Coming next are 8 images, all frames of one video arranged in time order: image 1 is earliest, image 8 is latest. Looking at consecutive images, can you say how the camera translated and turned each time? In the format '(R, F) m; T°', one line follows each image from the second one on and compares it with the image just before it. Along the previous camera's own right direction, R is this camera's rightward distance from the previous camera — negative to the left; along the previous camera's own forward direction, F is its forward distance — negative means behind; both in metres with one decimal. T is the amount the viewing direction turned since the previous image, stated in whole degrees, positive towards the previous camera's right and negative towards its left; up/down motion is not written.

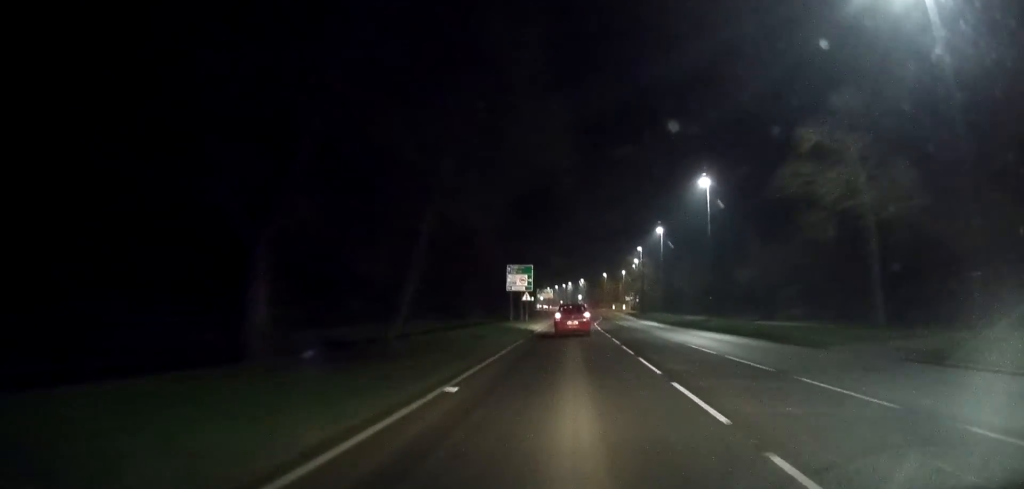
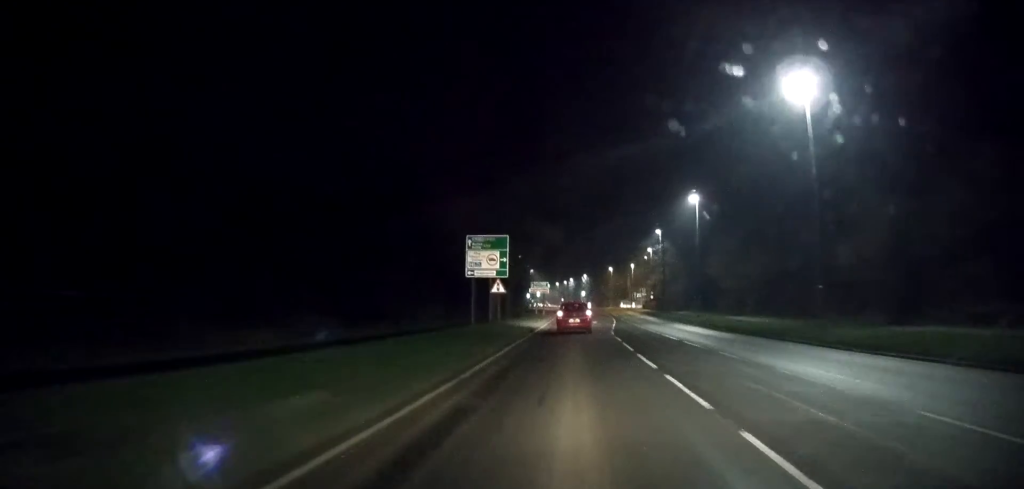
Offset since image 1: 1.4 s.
(0.0, +23.4) m; 0°
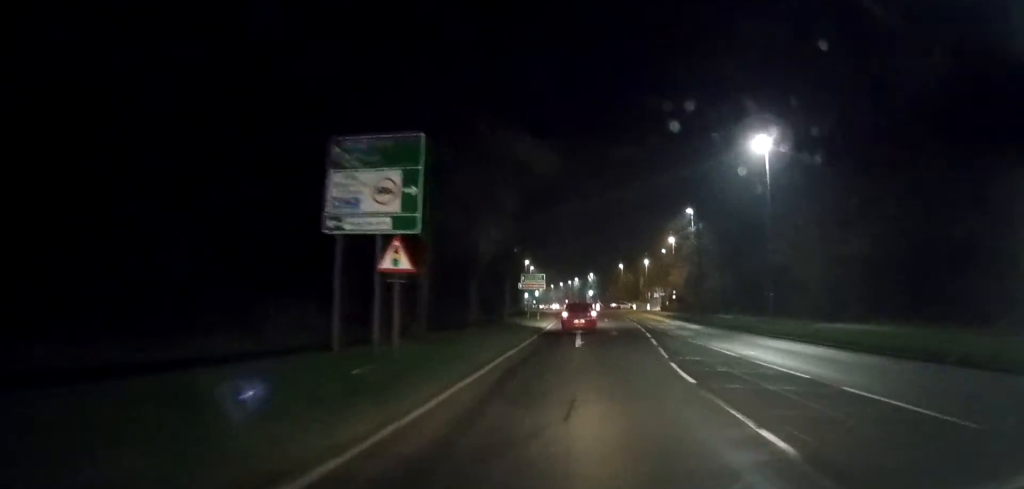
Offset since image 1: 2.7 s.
(-0.1, +21.1) m; 0°
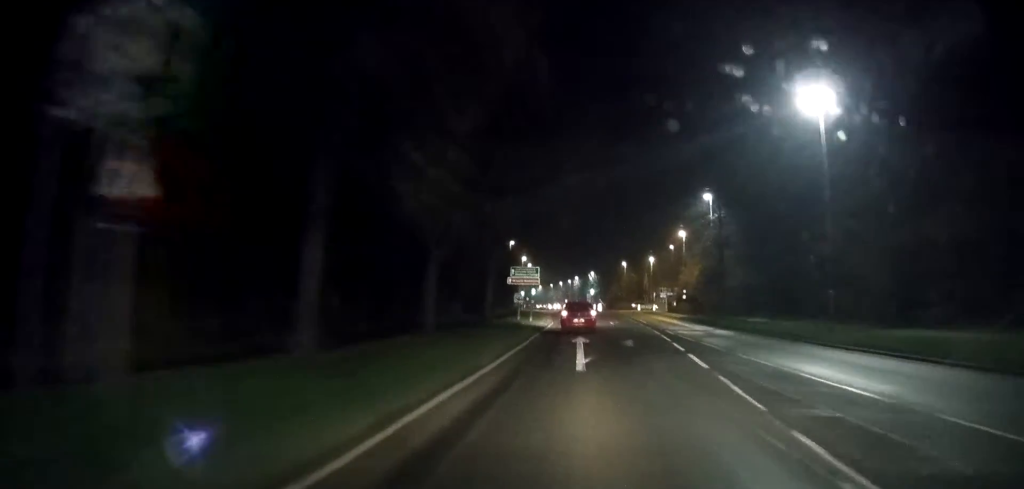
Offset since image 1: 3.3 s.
(+0.1, +9.2) m; 0°
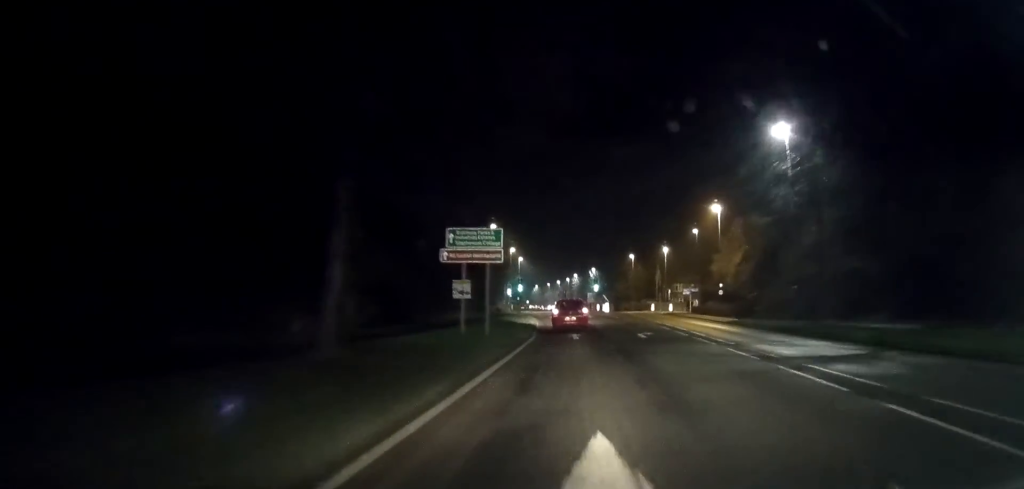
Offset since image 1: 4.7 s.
(-0.1, +22.7) m; -1°
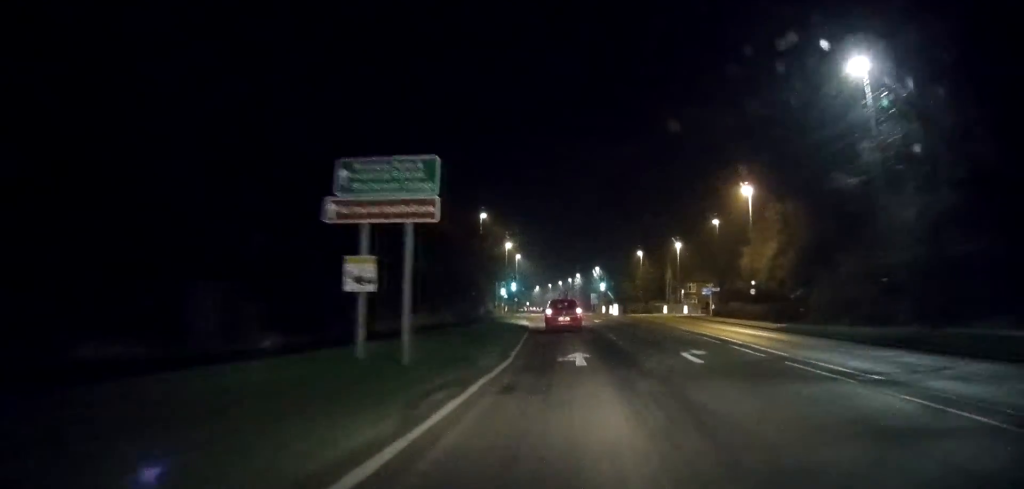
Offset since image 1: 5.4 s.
(0.0, +11.2) m; -1°
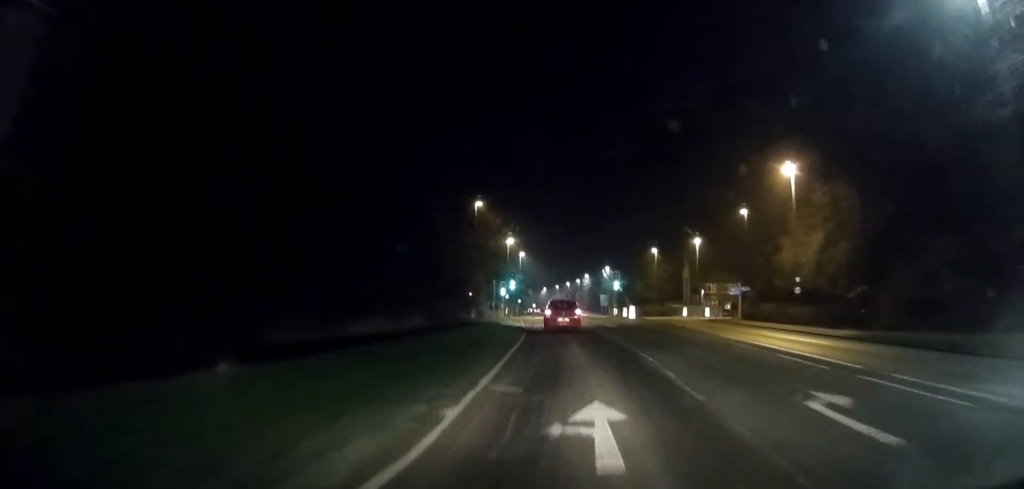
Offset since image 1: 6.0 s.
(-0.1, +9.4) m; 0°
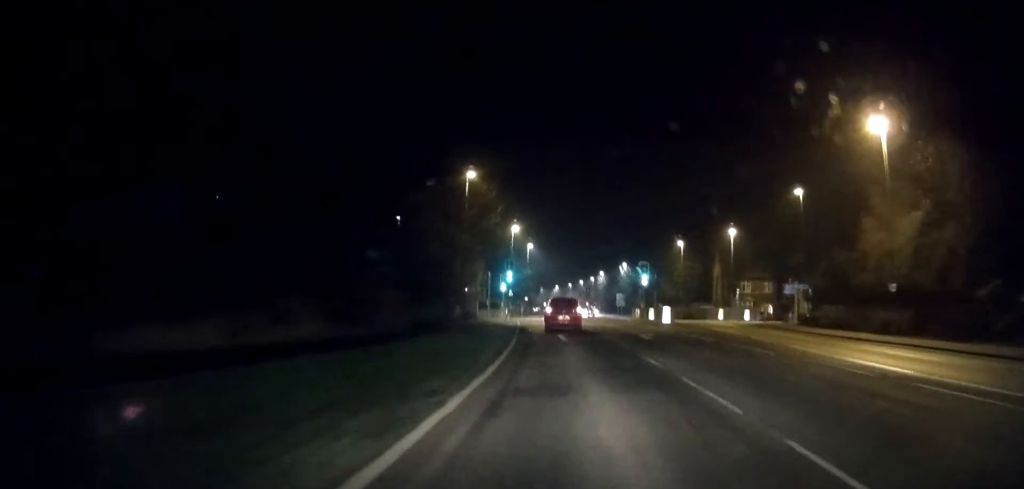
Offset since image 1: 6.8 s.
(-0.1, +13.0) m; -1°
